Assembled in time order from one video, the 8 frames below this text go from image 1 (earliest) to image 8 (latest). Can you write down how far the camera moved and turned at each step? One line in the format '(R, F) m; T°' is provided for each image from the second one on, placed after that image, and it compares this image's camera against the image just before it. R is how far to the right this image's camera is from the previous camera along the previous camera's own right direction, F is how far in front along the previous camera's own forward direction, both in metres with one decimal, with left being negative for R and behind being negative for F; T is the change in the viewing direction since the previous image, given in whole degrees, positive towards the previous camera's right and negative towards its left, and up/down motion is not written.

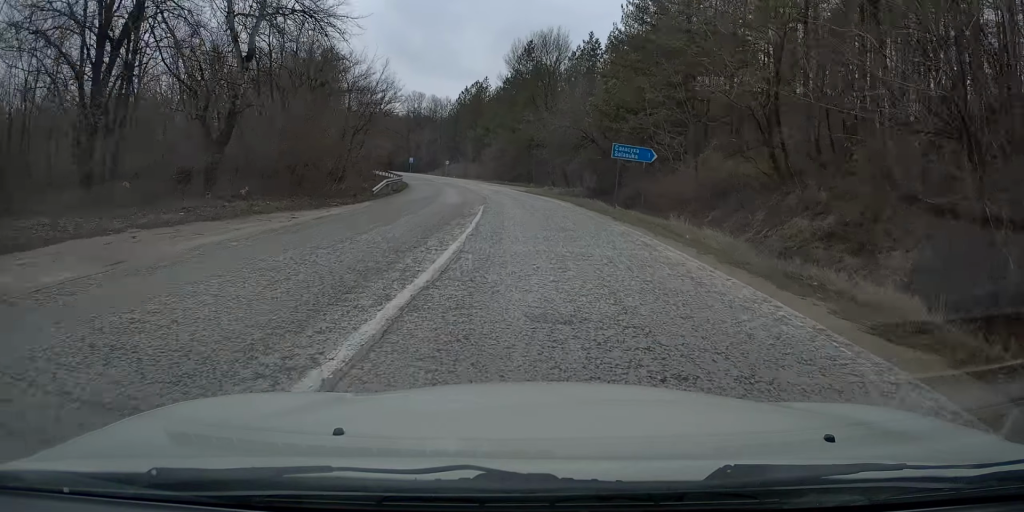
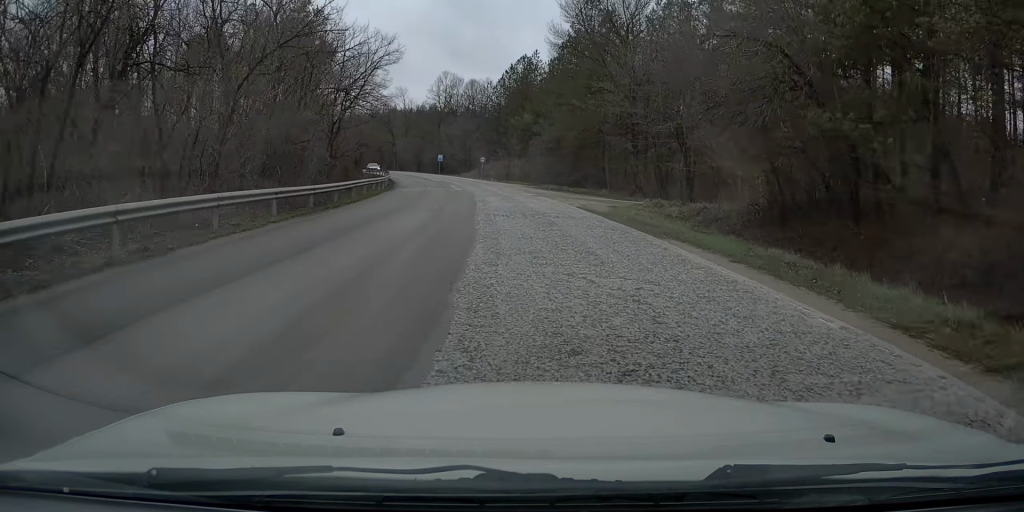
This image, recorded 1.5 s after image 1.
(-0.6, +29.3) m; -2°
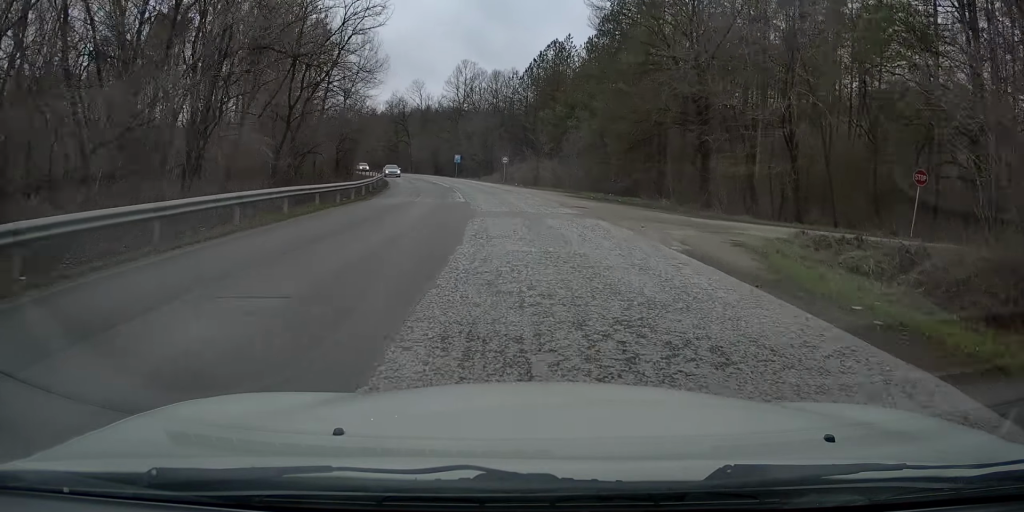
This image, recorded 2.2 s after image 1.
(+0.2, +13.8) m; -2°
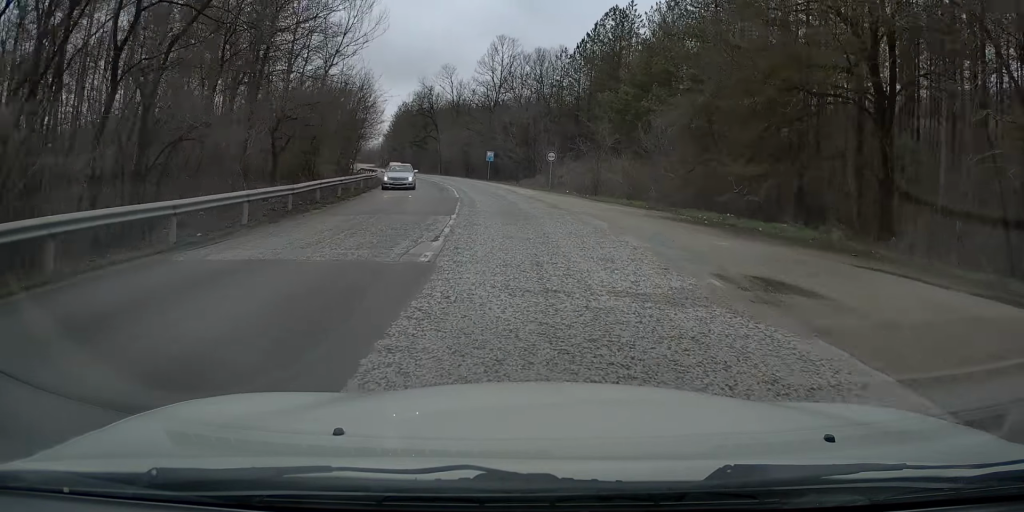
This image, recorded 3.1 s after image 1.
(-0.8, +18.3) m; -5°
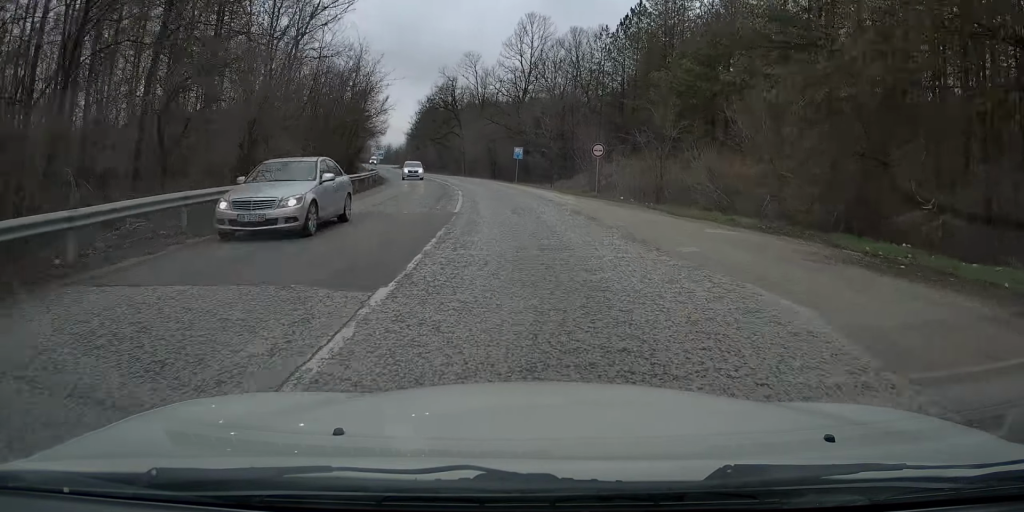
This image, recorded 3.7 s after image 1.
(-0.5, +11.1) m; -3°
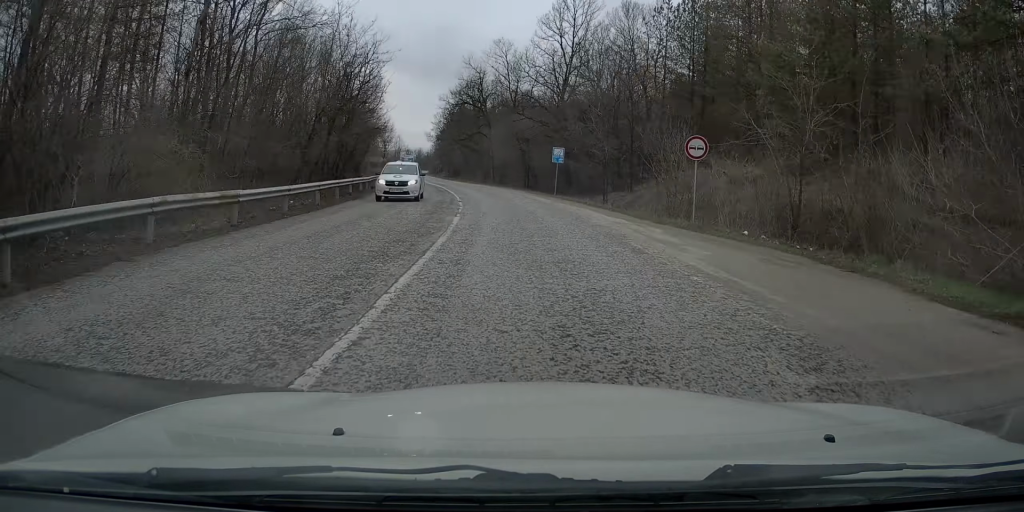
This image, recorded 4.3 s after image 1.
(-0.3, +13.1) m; -3°
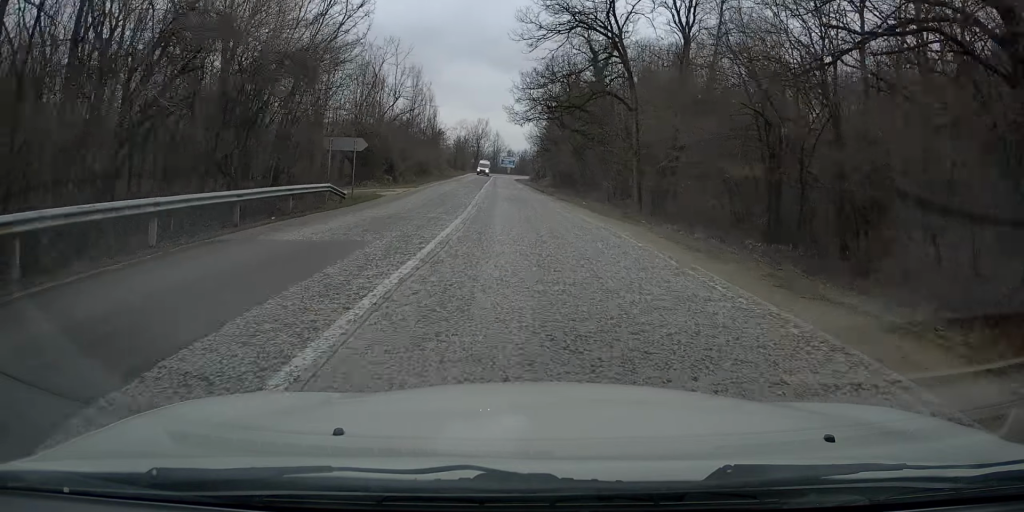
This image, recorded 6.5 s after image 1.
(-4.0, +41.8) m; -10°
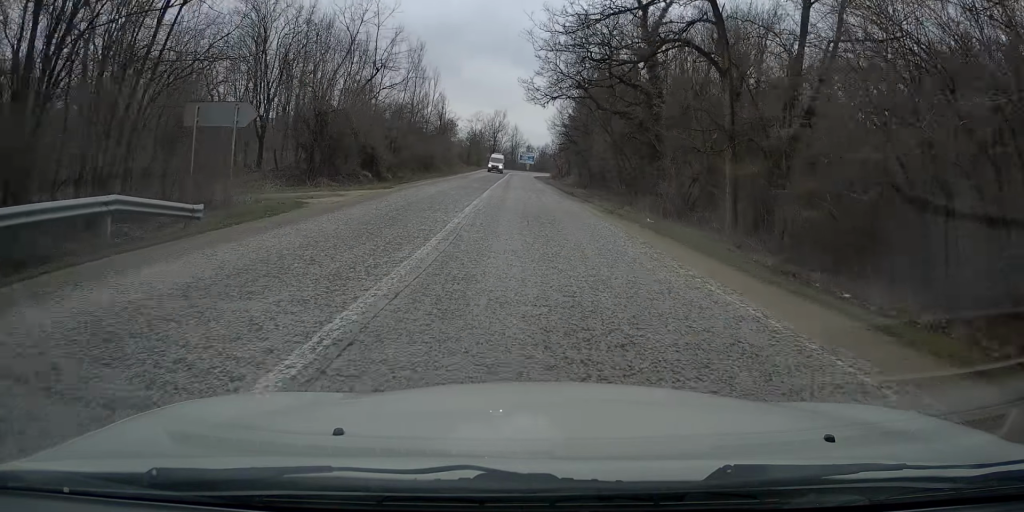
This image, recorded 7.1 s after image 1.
(-0.2, +13.2) m; -2°
